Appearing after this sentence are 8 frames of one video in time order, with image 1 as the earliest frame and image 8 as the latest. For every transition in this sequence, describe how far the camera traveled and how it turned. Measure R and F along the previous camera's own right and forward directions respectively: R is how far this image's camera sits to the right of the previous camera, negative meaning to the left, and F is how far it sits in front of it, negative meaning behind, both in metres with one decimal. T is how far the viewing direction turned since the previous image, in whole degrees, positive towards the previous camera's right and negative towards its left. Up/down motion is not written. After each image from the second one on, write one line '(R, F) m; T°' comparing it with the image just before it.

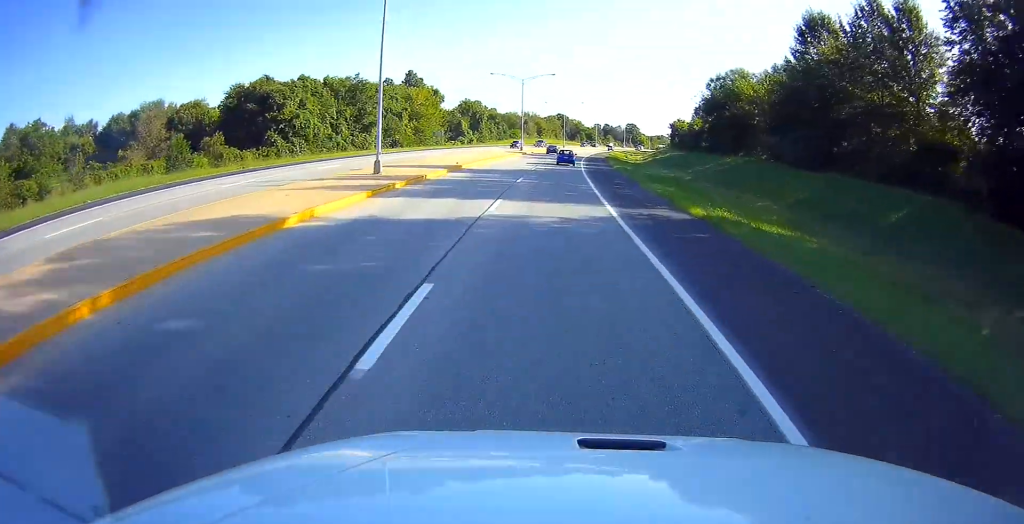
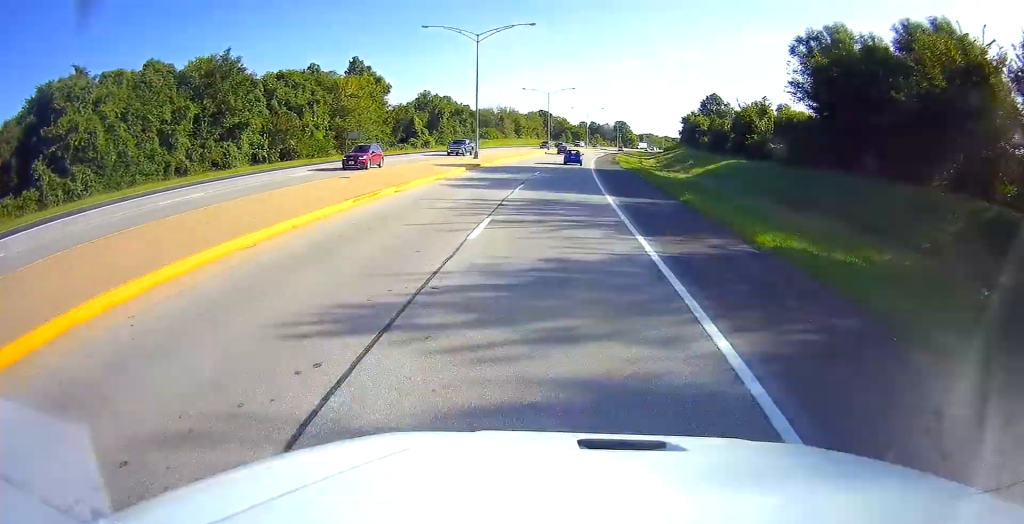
(+1.2, +41.2) m; +2°
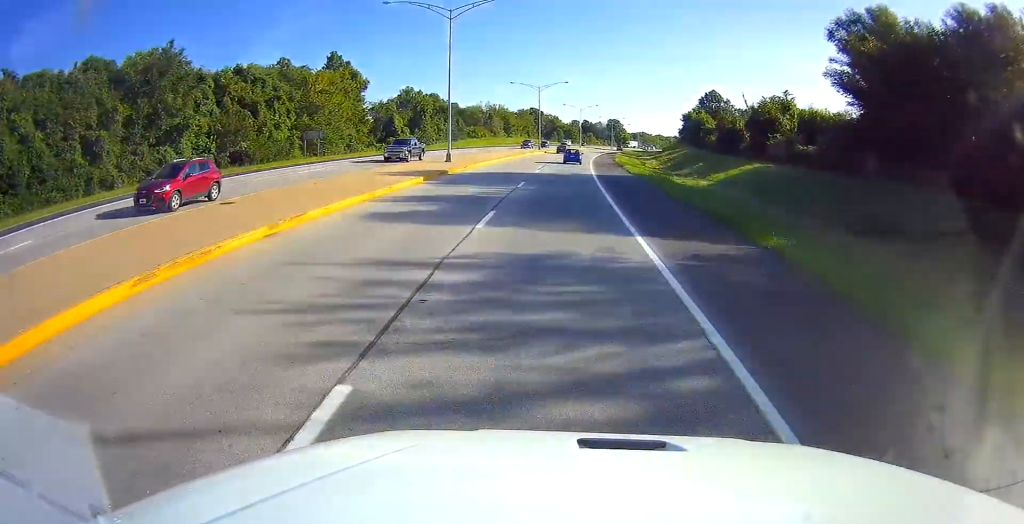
(0.0, +10.4) m; 0°
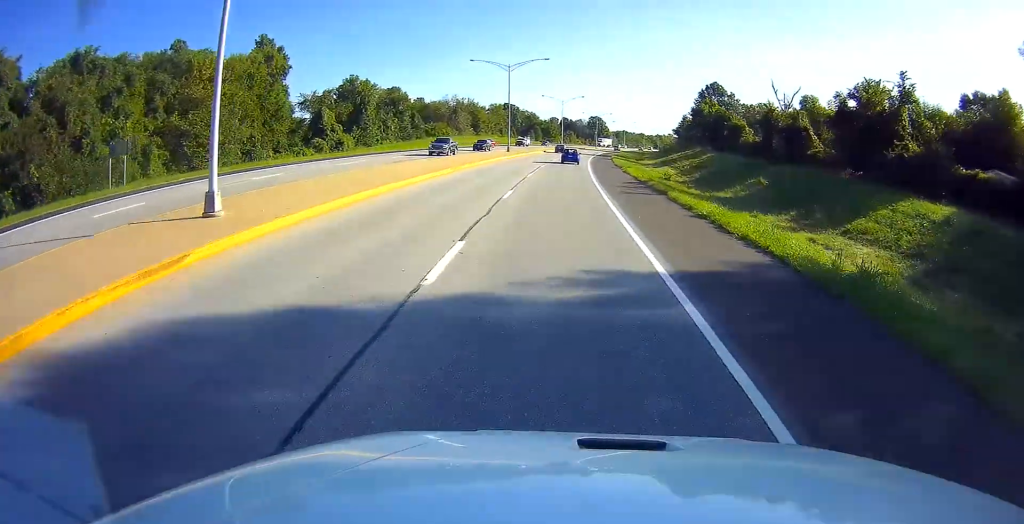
(0.0, +29.0) m; +1°
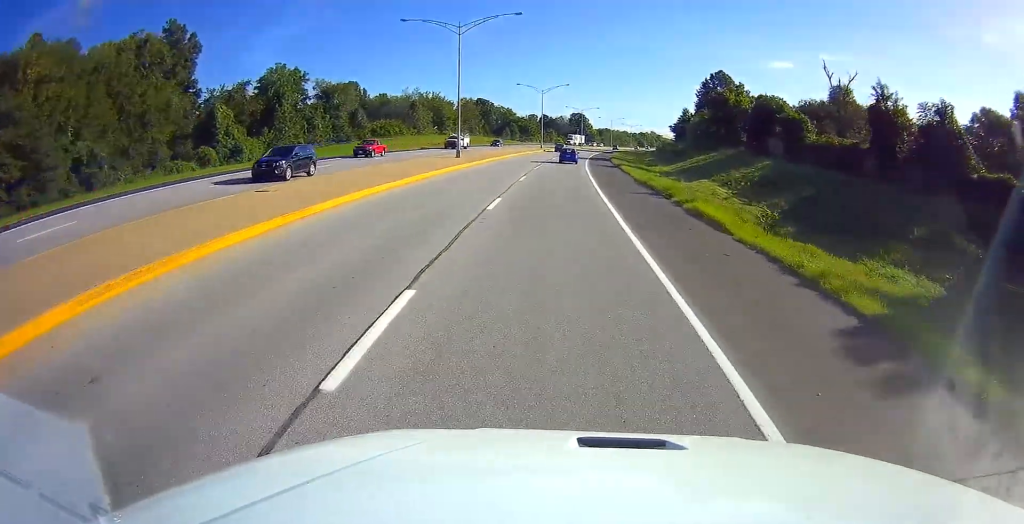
(+0.8, +27.7) m; +3°
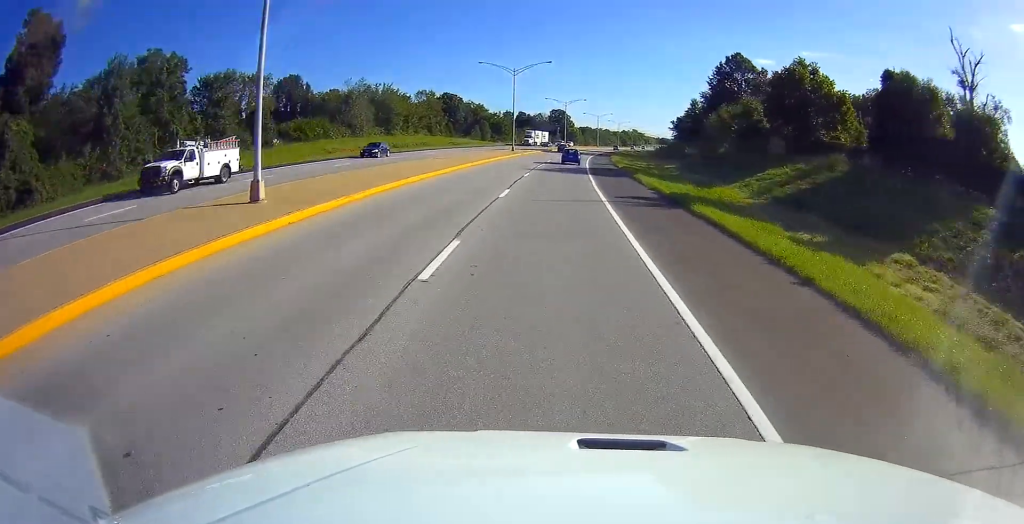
(+1.0, +32.0) m; +2°
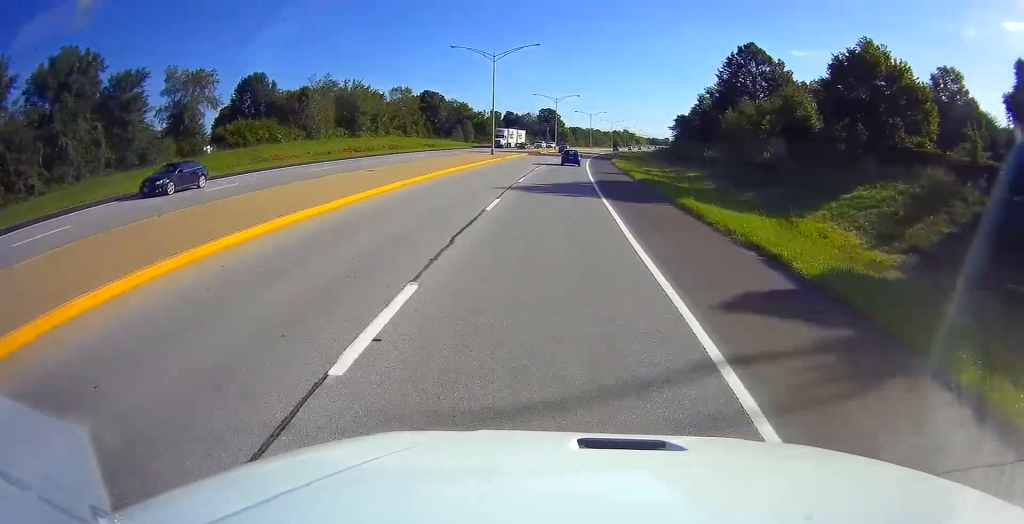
(+0.1, +15.6) m; 0°
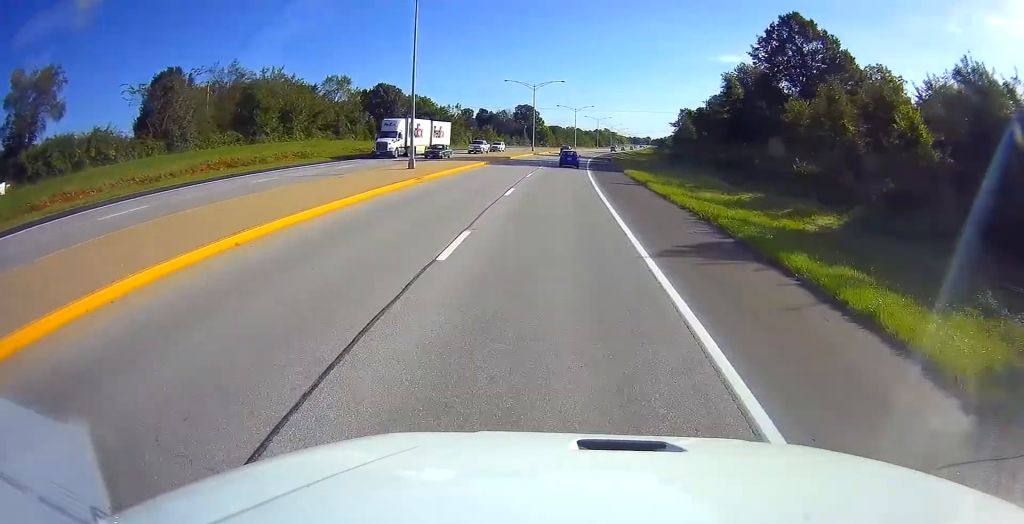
(+0.4, +31.0) m; +2°
